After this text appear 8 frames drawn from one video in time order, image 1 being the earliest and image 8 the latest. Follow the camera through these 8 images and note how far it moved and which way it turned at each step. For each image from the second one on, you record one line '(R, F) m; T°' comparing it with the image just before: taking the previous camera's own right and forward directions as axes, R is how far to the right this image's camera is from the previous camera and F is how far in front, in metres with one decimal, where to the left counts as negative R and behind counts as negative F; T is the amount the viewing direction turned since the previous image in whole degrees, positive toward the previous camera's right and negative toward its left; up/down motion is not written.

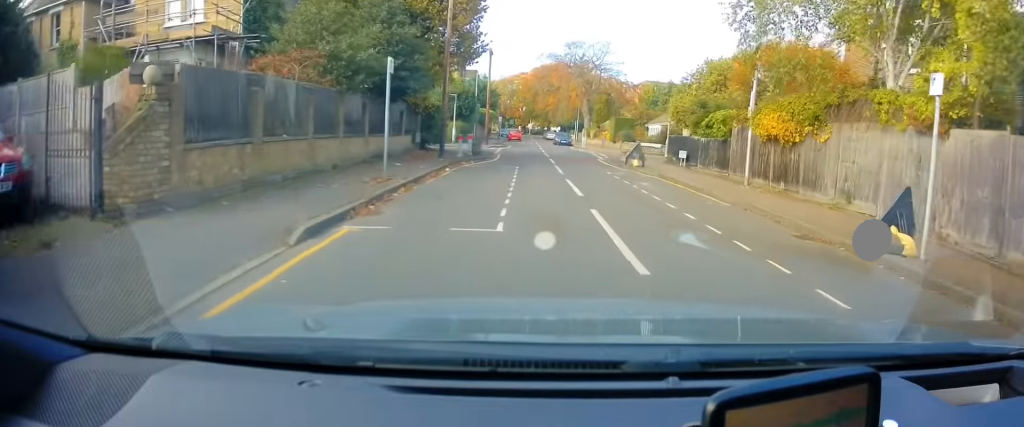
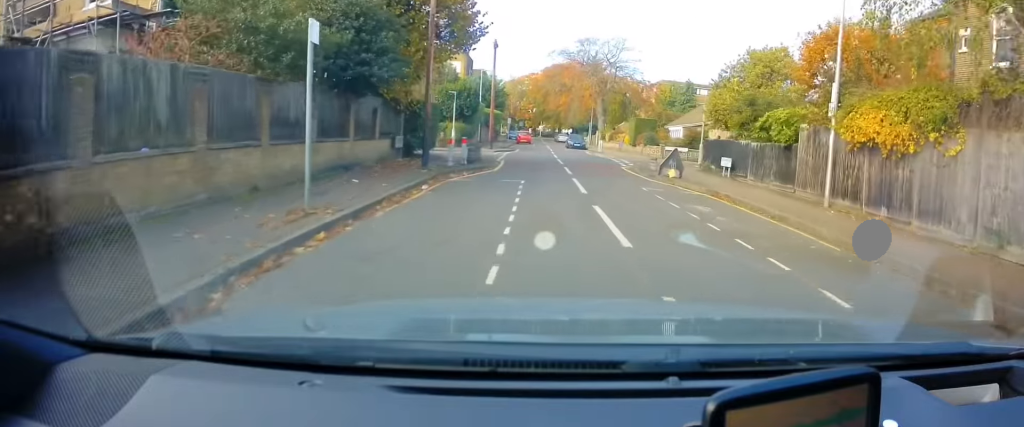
(+0.3, +4.8) m; +5°
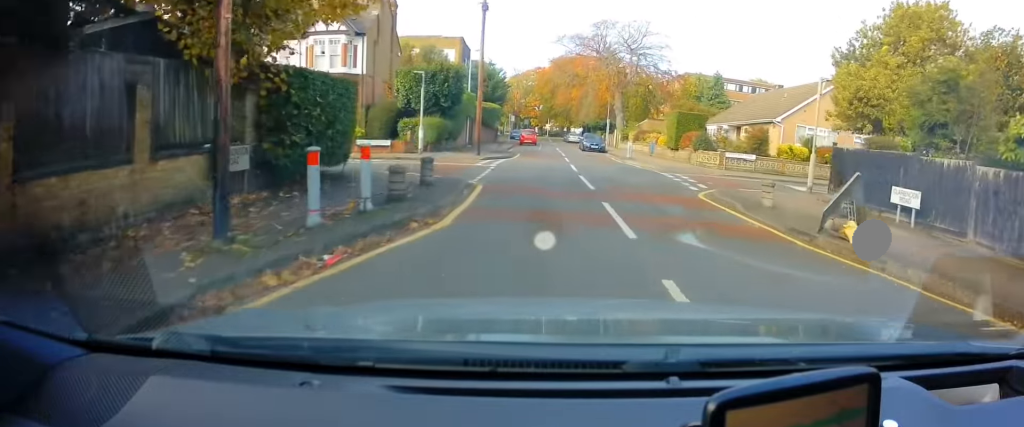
(+0.1, +11.5) m; -2°
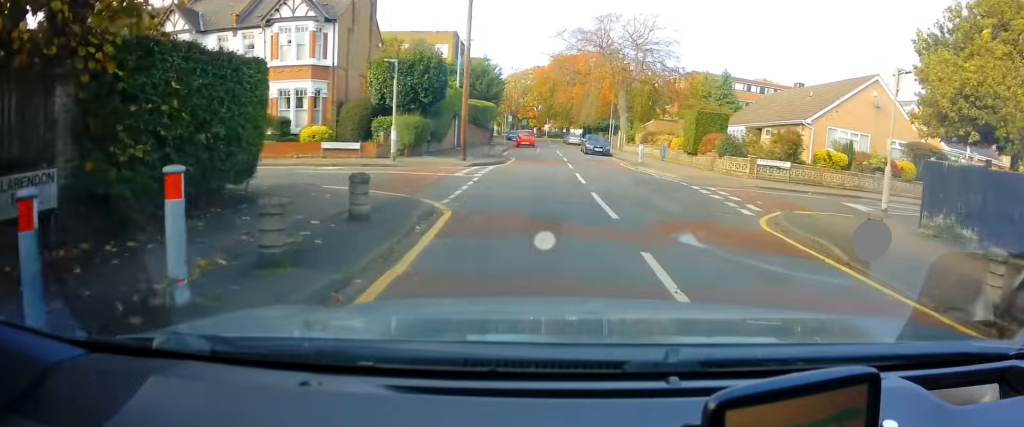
(-0.2, +4.2) m; -3°
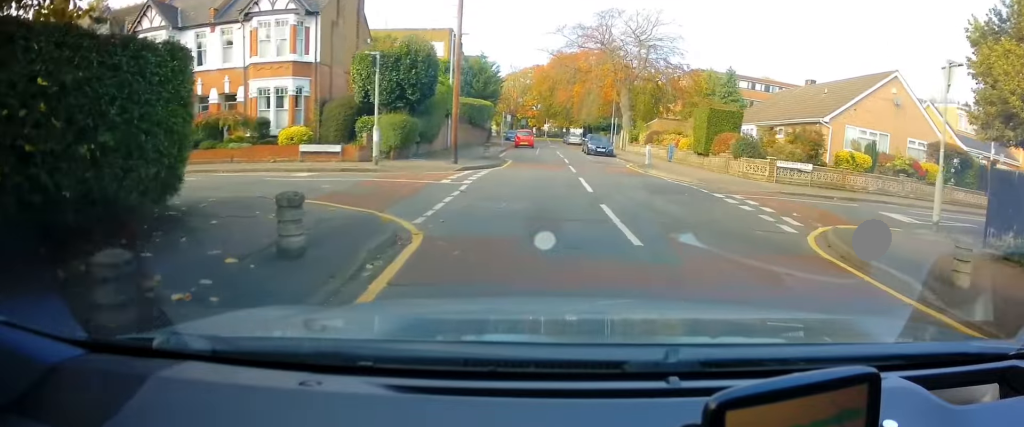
(-0.2, +2.2) m; 0°
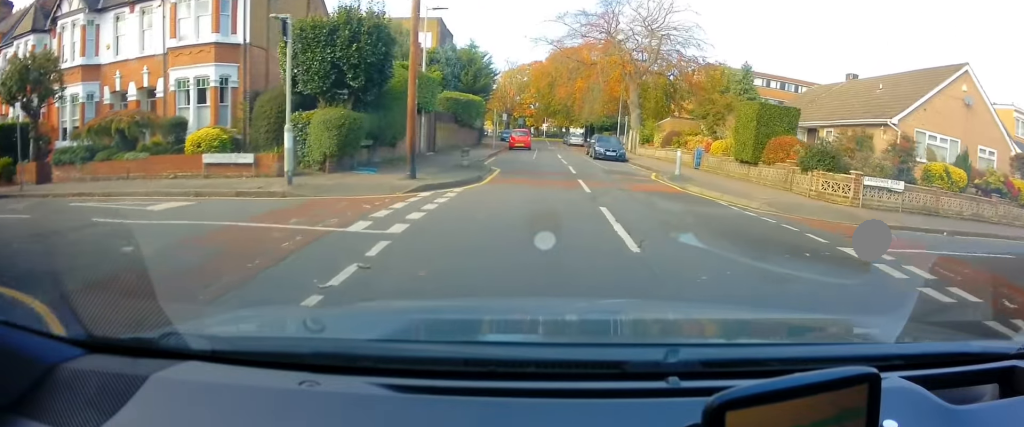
(+0.7, +6.6) m; +6°
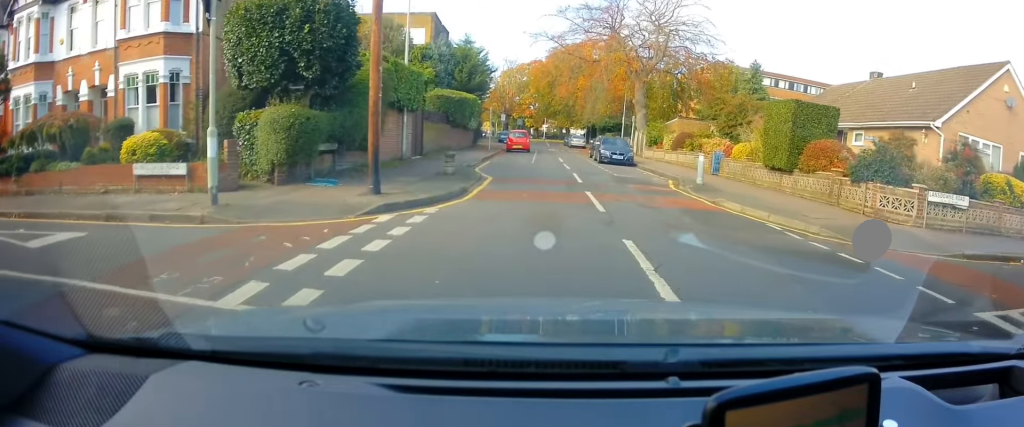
(0.0, +3.2) m; -6°
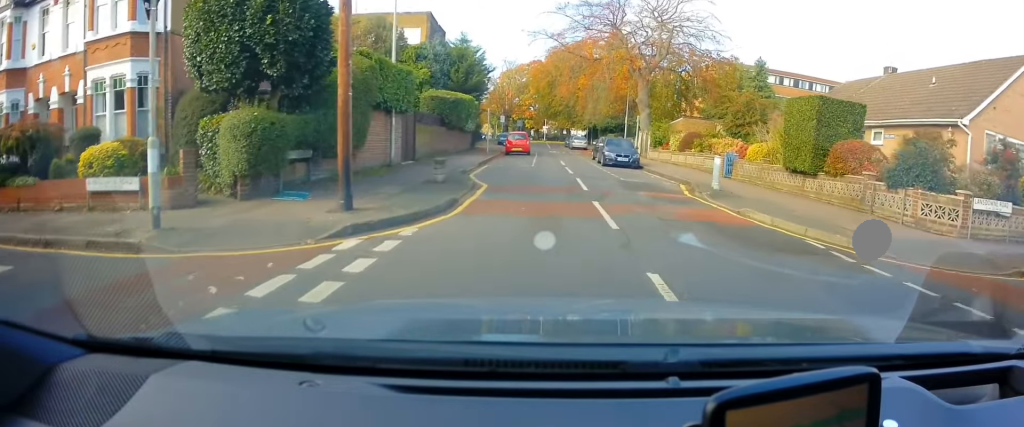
(-0.2, +1.6) m; -4°
